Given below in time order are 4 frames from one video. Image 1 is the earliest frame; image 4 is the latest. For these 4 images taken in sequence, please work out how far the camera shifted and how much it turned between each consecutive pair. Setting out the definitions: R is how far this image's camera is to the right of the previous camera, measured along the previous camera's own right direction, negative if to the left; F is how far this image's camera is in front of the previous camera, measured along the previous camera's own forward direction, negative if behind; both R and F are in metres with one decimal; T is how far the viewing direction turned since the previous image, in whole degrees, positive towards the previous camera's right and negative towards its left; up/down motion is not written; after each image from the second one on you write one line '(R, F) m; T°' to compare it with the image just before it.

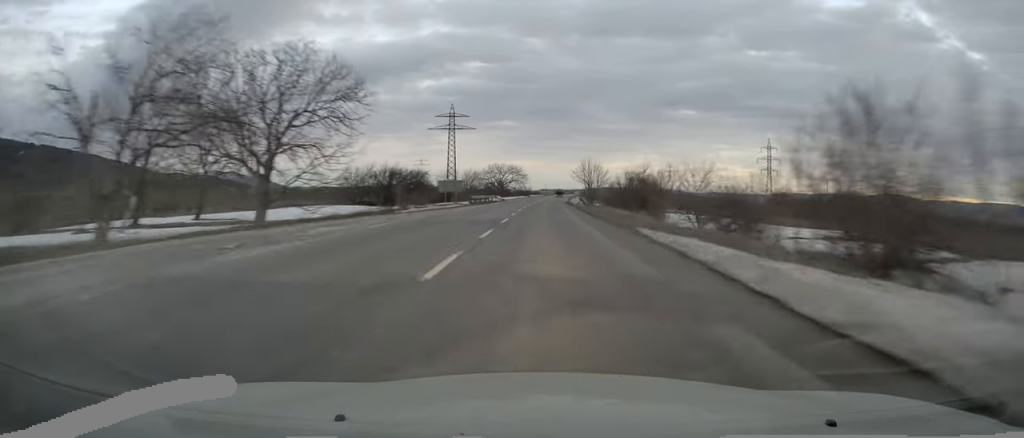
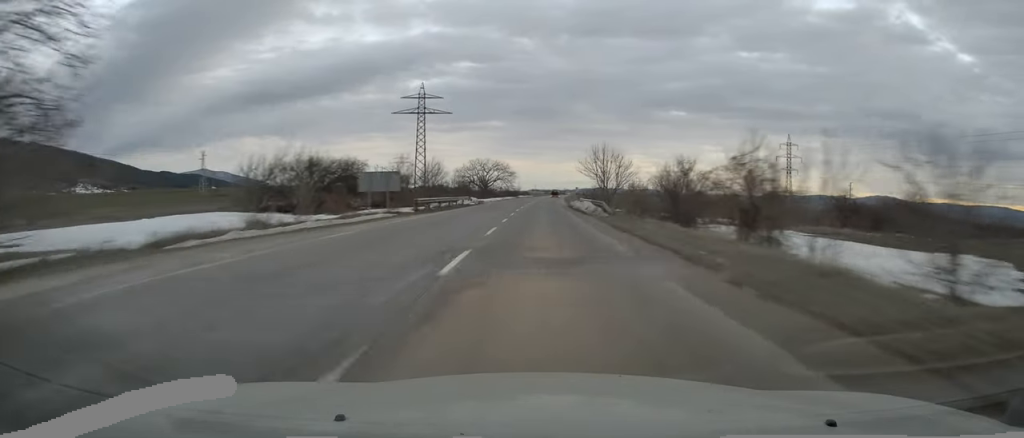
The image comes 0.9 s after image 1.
(+0.3, +22.4) m; +1°
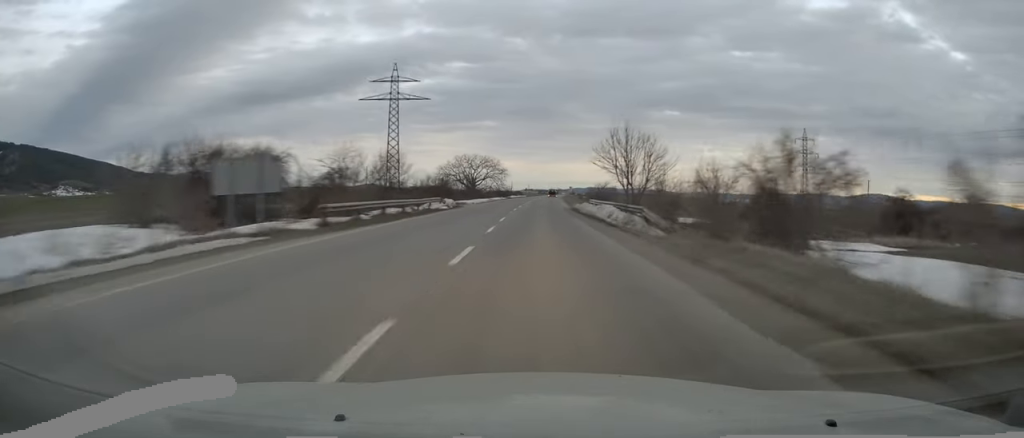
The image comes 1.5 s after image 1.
(0.0, +14.2) m; +1°
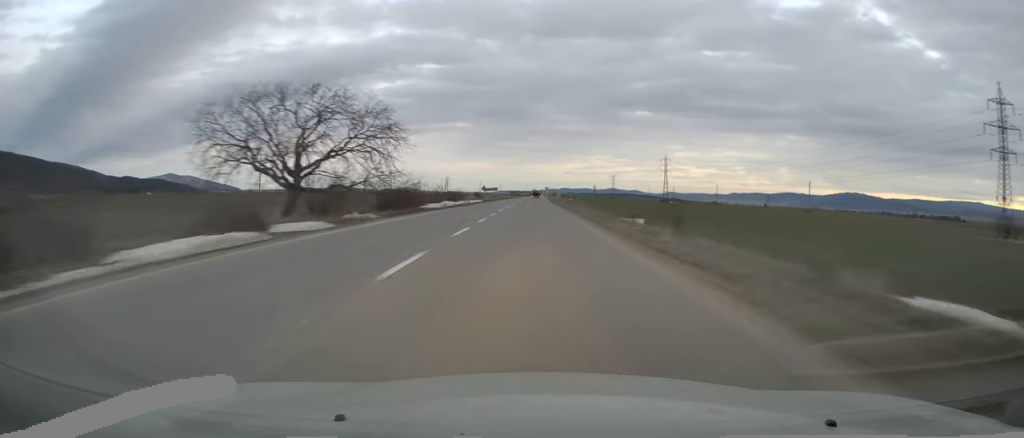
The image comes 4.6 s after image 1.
(+1.7, +79.0) m; +2°
